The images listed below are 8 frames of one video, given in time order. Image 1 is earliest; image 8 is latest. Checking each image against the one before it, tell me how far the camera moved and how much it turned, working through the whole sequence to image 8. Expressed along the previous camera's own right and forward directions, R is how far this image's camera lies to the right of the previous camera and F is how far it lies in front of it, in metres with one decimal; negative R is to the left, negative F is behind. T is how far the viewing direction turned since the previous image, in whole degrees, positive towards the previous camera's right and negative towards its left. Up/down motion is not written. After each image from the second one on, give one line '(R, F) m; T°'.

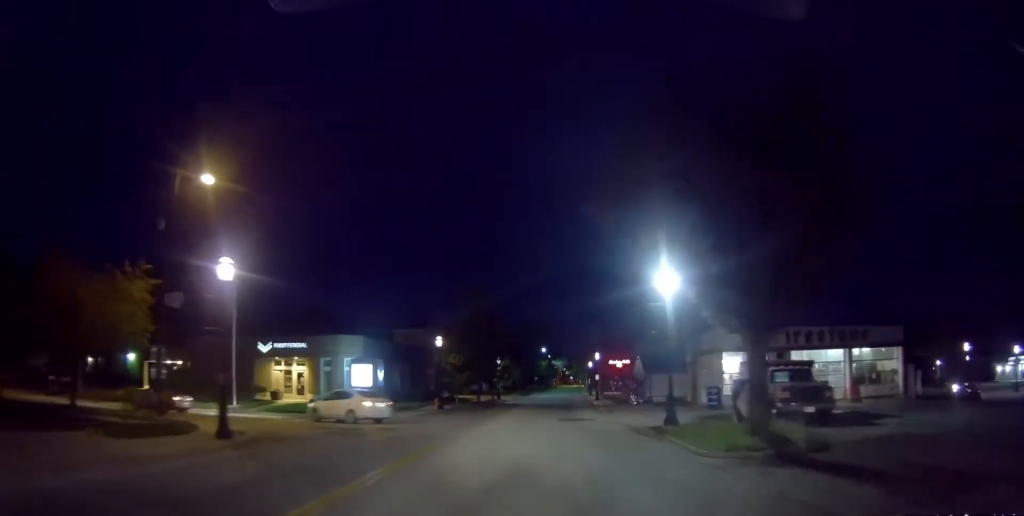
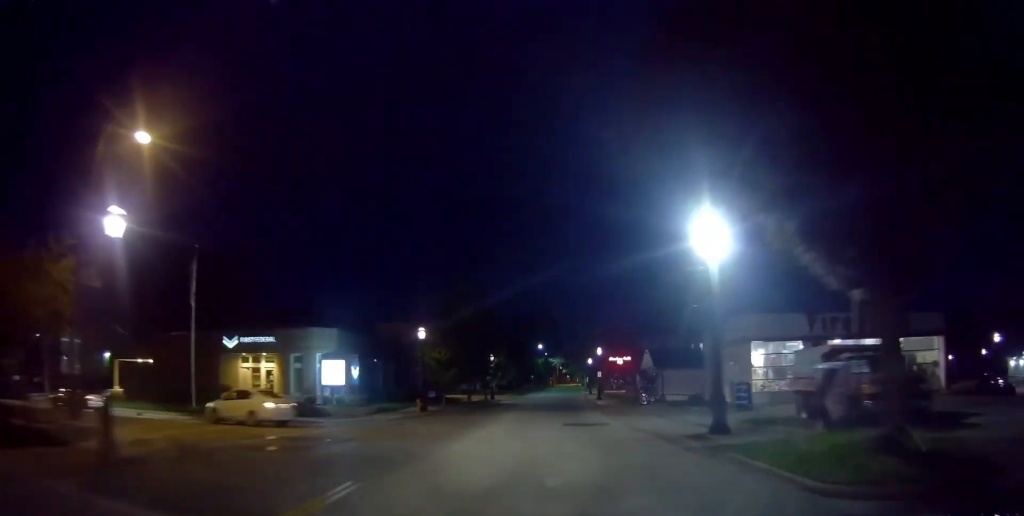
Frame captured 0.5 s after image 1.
(-0.1, +5.2) m; +1°
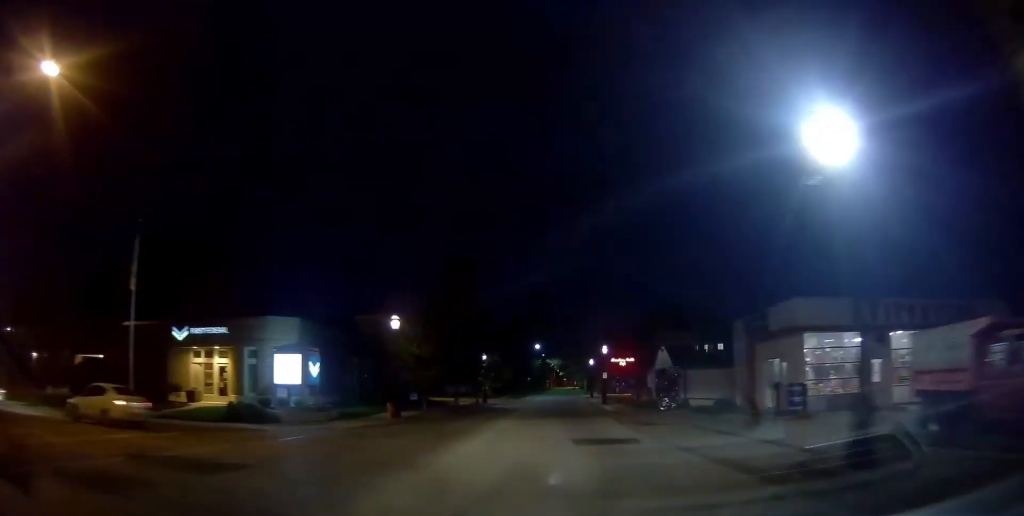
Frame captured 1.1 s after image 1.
(+0.3, +6.1) m; +2°
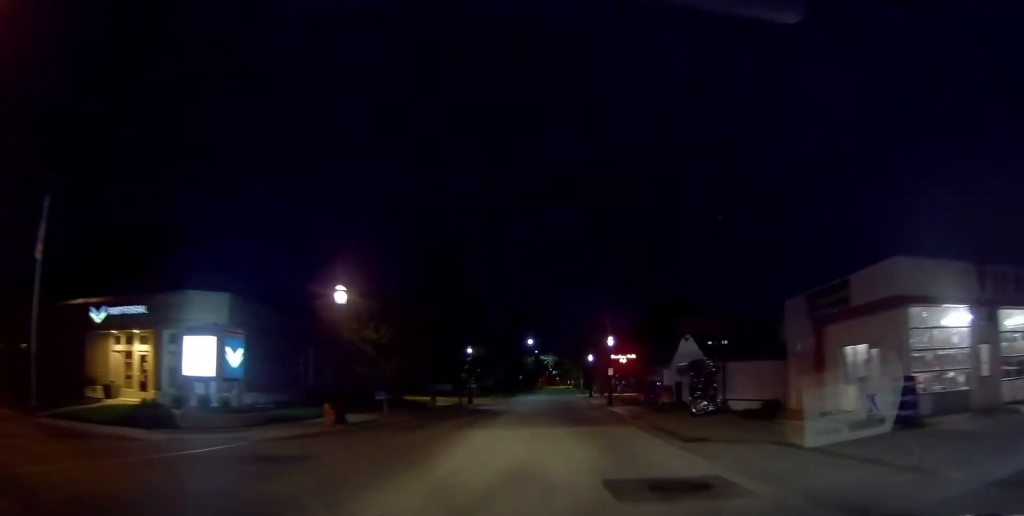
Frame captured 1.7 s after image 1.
(+0.1, +7.5) m; +1°
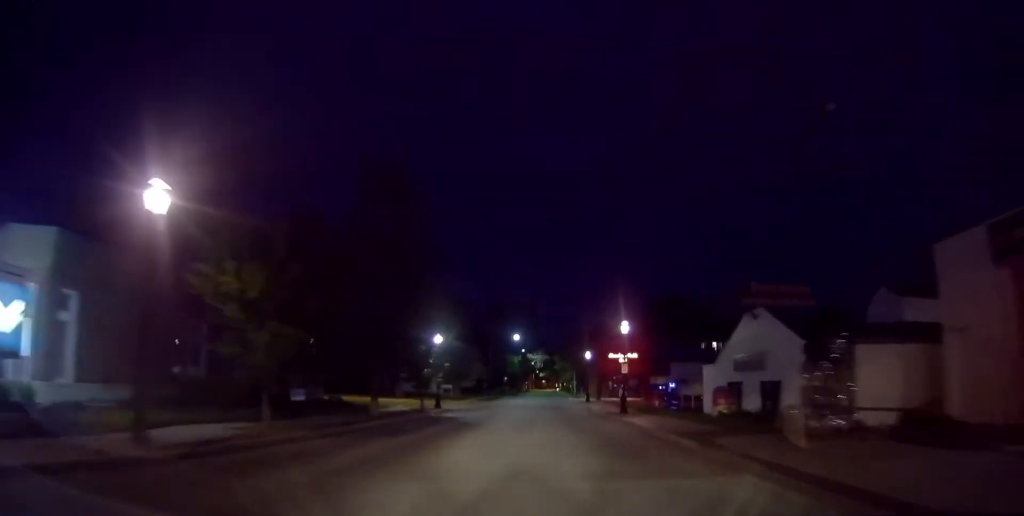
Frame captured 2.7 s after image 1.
(0.0, +11.1) m; +1°
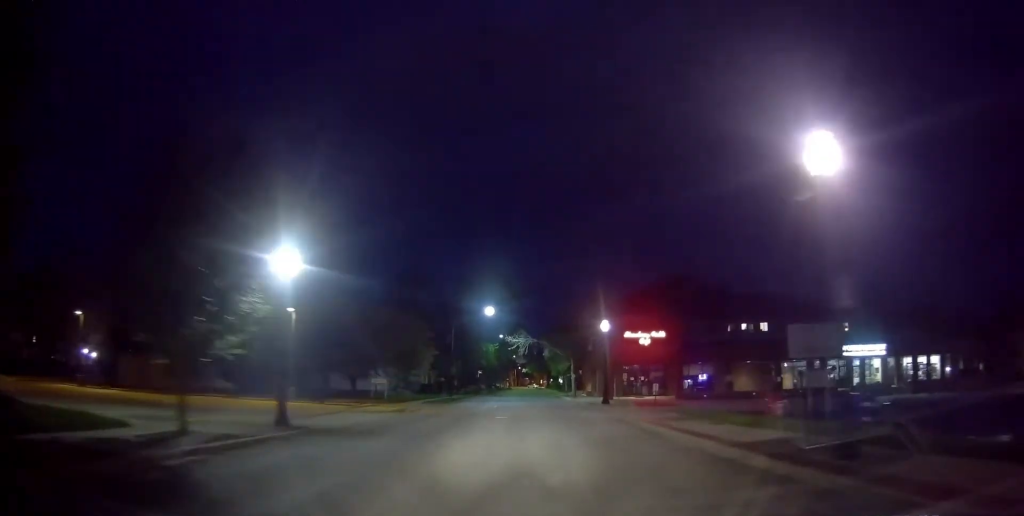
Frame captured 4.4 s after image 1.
(+0.9, +23.0) m; +2°
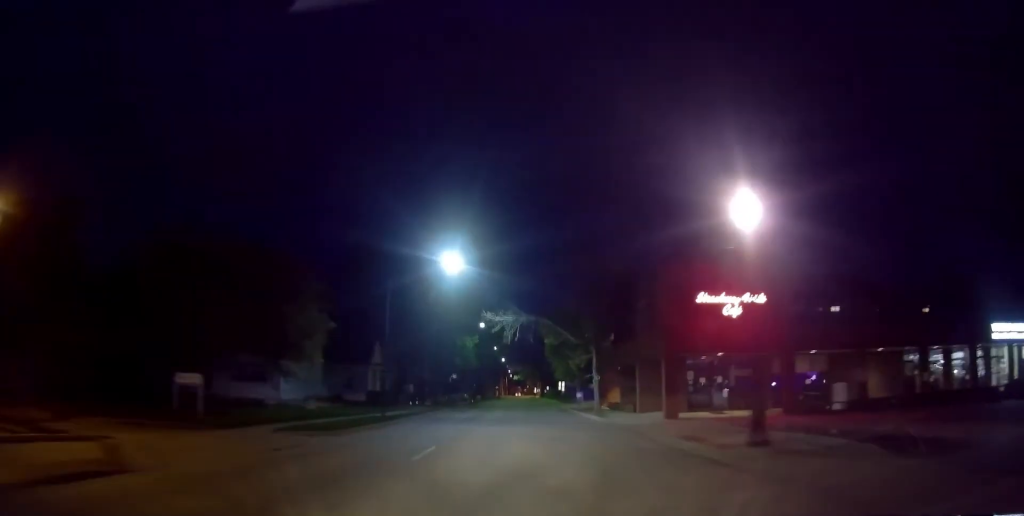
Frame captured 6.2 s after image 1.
(0.0, +23.6) m; +2°
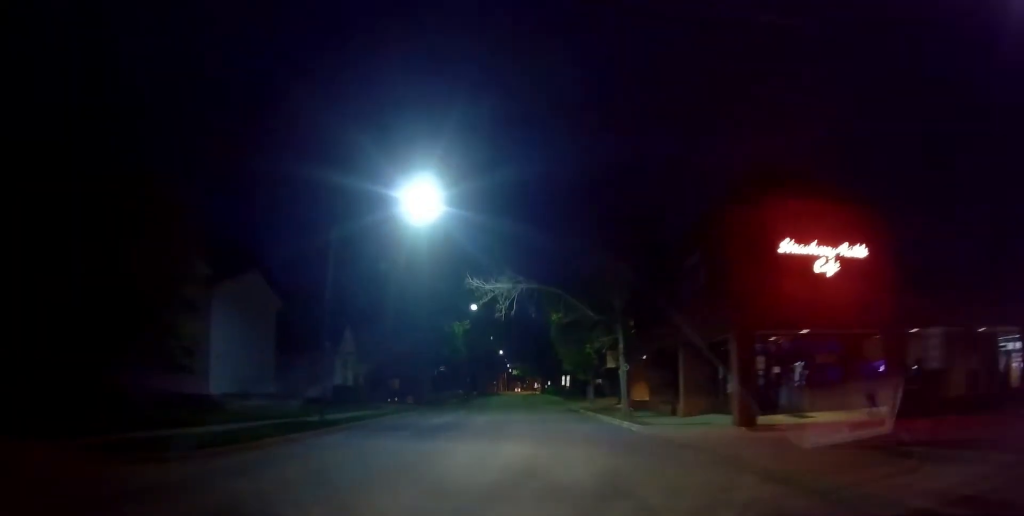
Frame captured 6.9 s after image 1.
(+0.1, +9.3) m; 0°
